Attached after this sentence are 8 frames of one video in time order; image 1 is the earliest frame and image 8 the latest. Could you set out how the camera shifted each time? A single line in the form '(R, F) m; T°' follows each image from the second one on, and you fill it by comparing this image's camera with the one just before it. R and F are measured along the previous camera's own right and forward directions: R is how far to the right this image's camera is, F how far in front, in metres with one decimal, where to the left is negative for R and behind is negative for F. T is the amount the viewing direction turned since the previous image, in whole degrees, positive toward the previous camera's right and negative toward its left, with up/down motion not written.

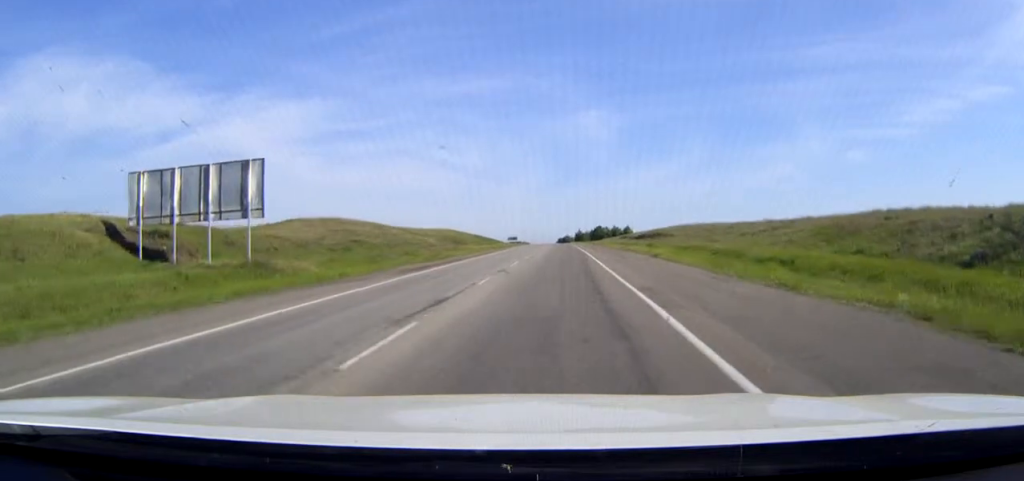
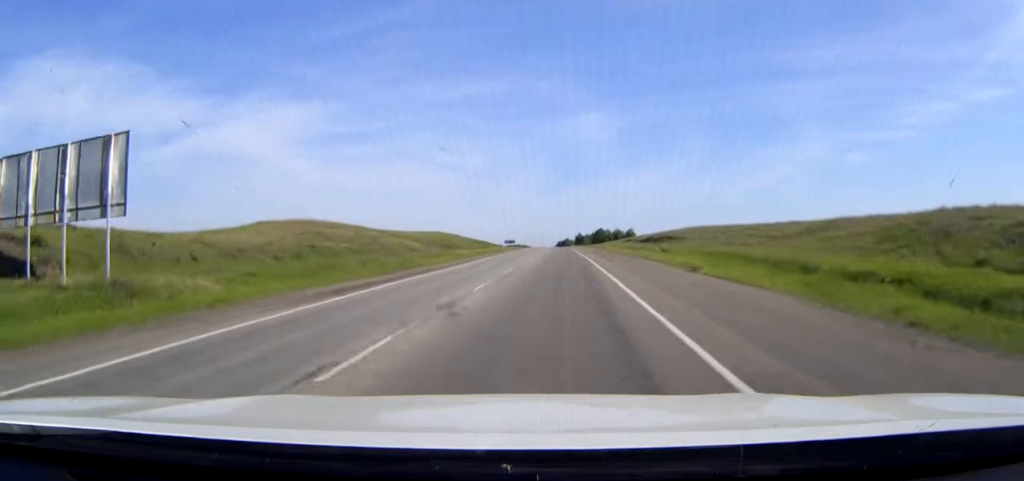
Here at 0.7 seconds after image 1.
(0.0, +12.6) m; 0°
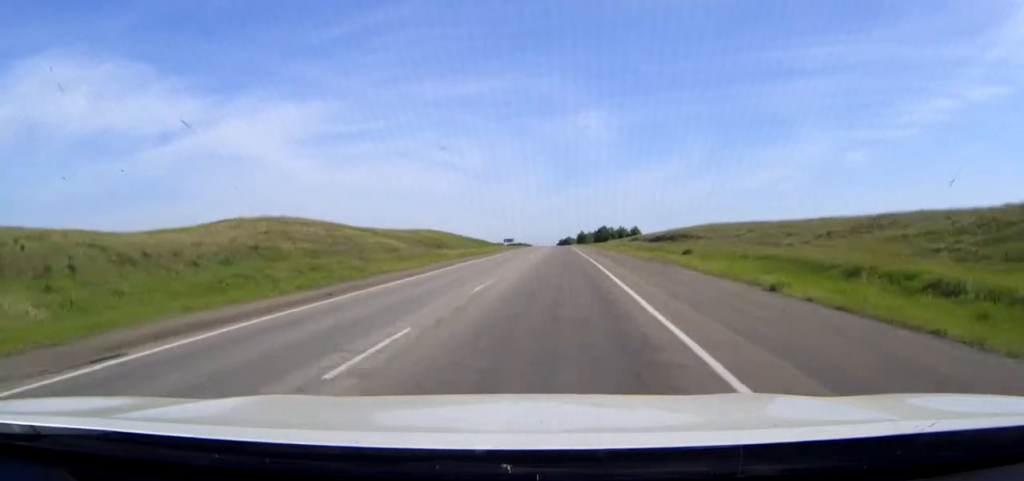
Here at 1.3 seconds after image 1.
(0.0, +12.3) m; 0°
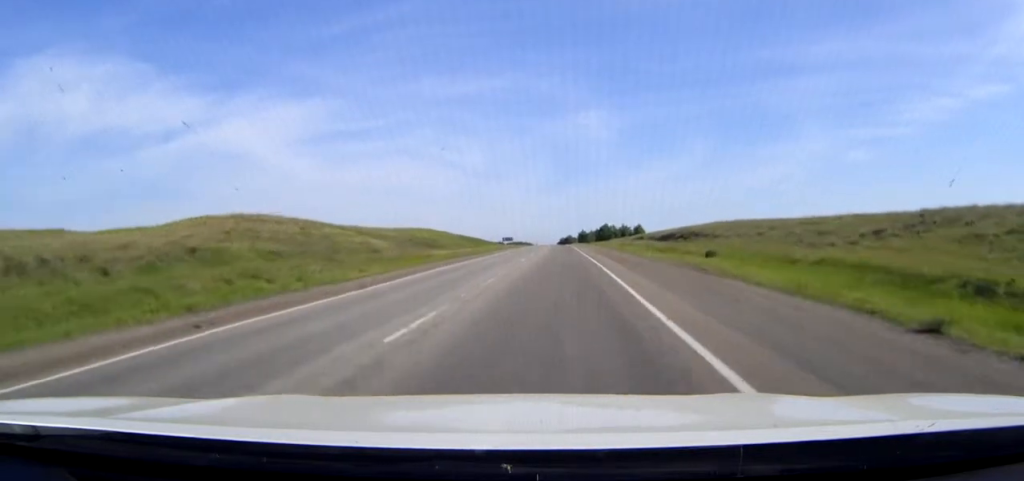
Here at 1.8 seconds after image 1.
(0.0, +9.2) m; 0°
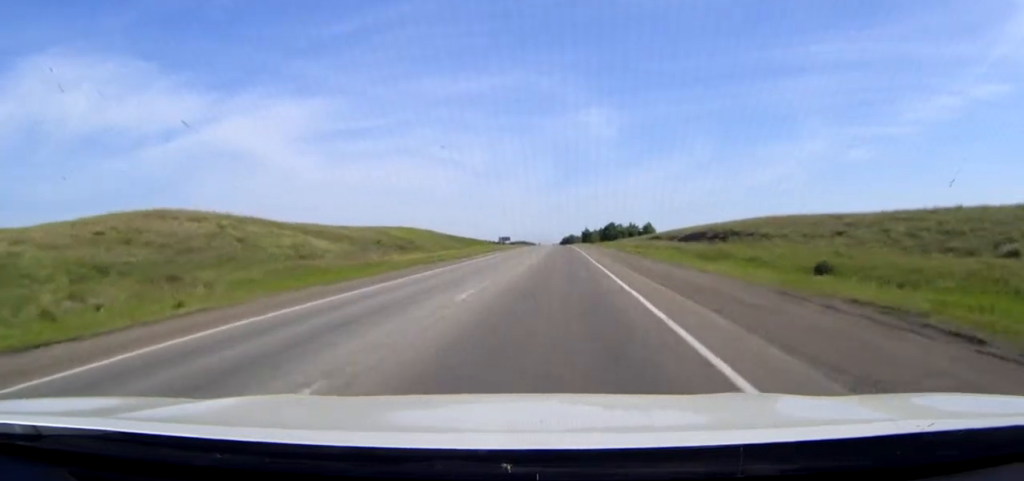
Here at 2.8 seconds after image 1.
(0.0, +21.4) m; 0°
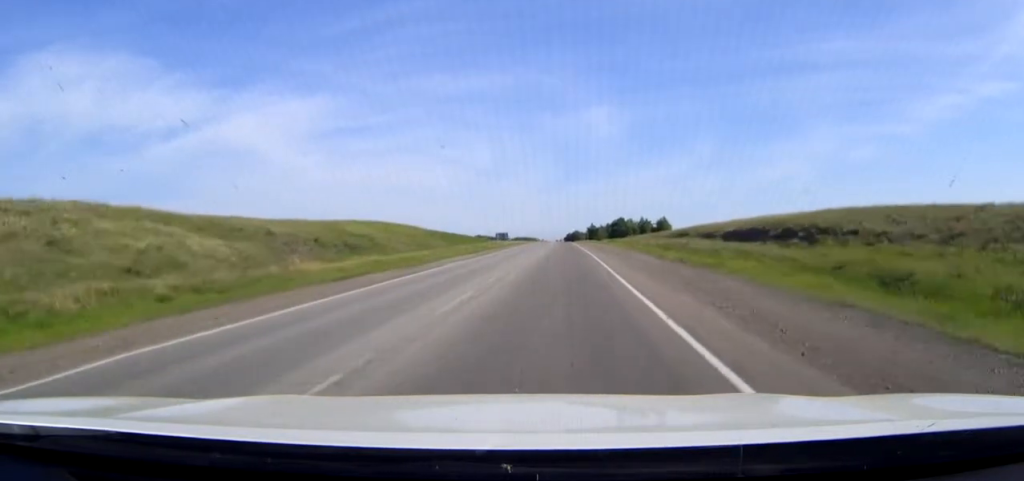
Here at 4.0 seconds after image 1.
(-0.1, +24.7) m; 0°
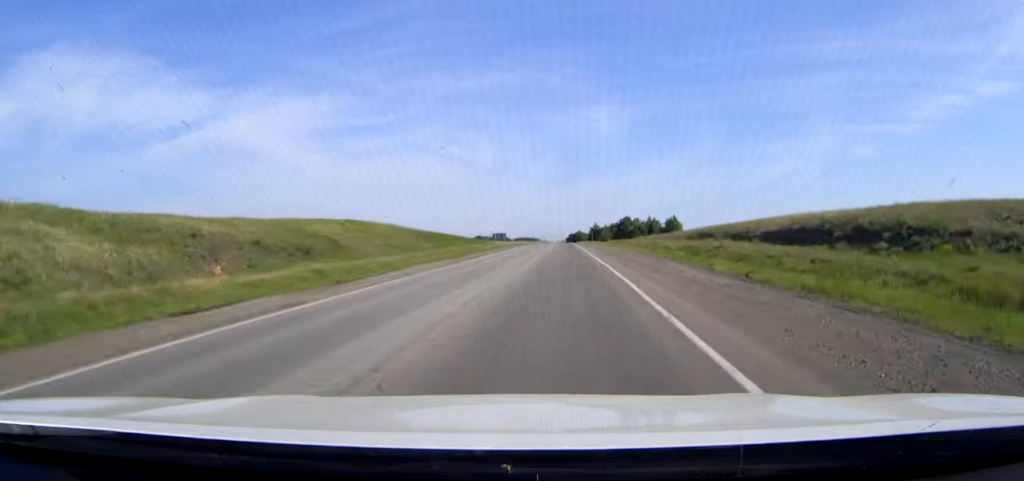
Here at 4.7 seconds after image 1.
(0.0, +13.9) m; 0°
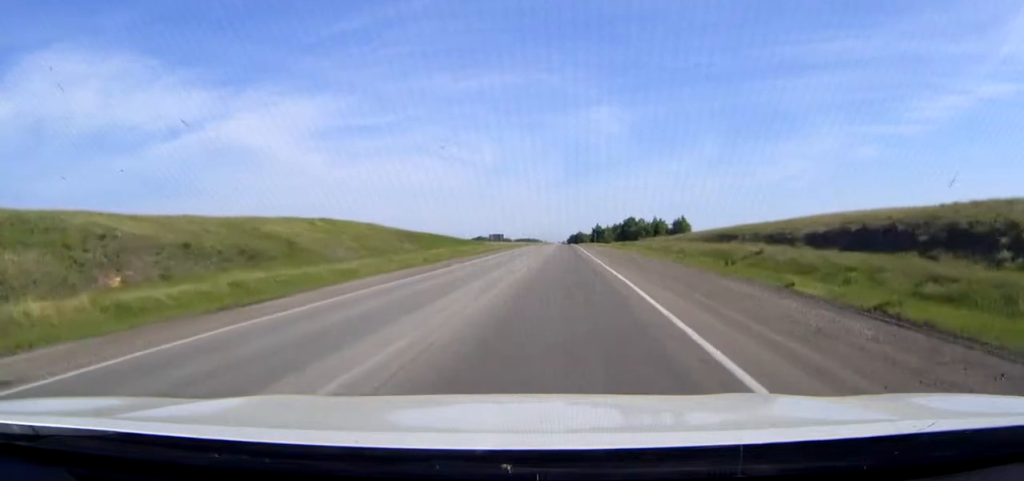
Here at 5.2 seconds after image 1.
(0.0, +11.4) m; 0°
